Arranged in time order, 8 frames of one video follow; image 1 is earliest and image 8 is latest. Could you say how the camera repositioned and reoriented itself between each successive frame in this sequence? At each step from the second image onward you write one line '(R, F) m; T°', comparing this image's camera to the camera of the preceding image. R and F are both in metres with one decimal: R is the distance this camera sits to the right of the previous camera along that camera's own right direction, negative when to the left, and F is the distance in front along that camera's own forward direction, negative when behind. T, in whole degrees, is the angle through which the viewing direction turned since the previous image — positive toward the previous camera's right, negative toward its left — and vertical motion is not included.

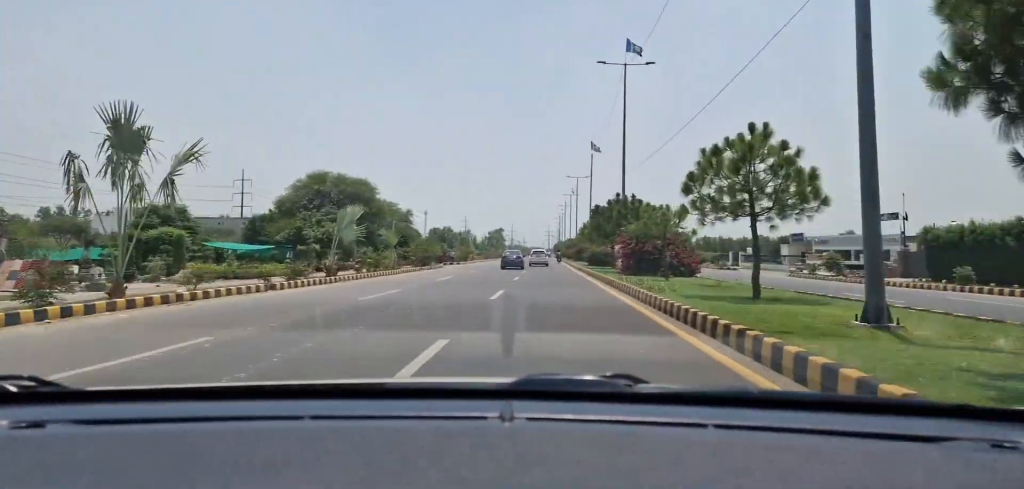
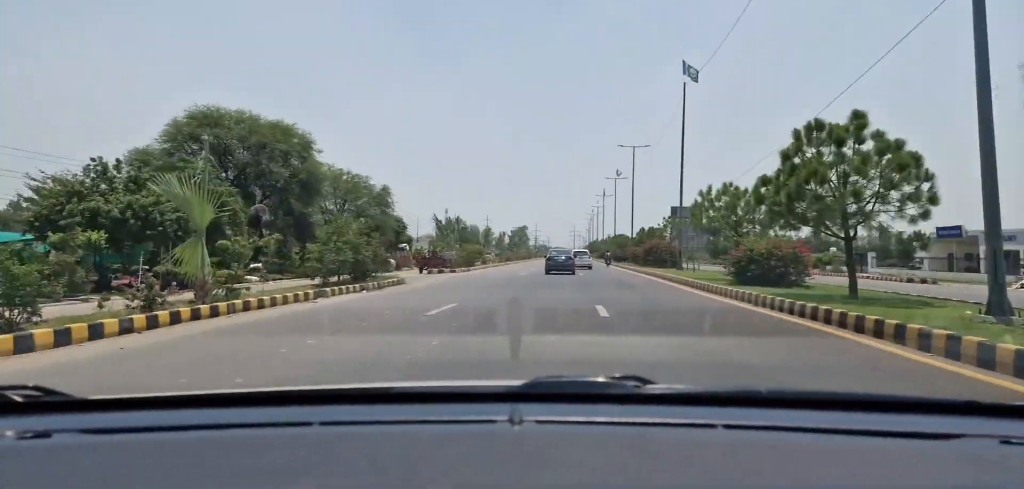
(-0.9, +29.0) m; -2°
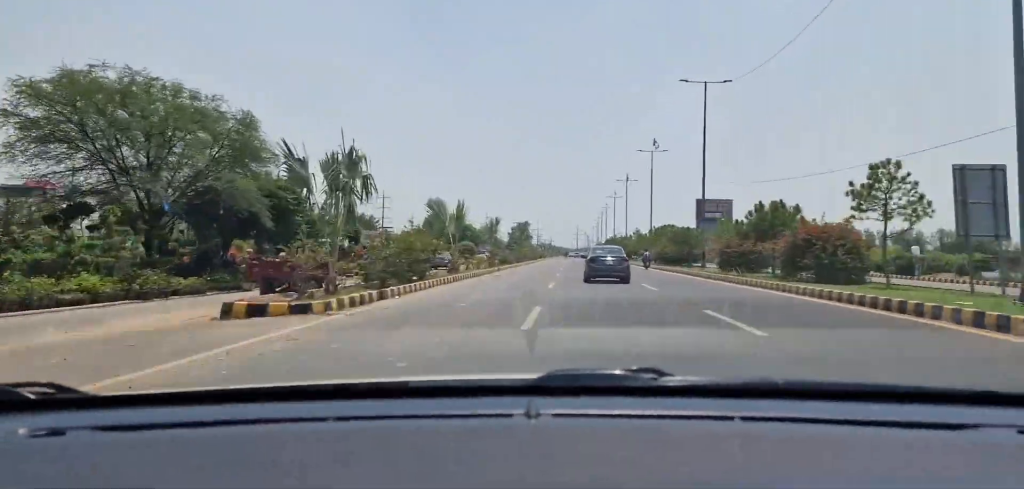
(-0.4, +27.2) m; 0°
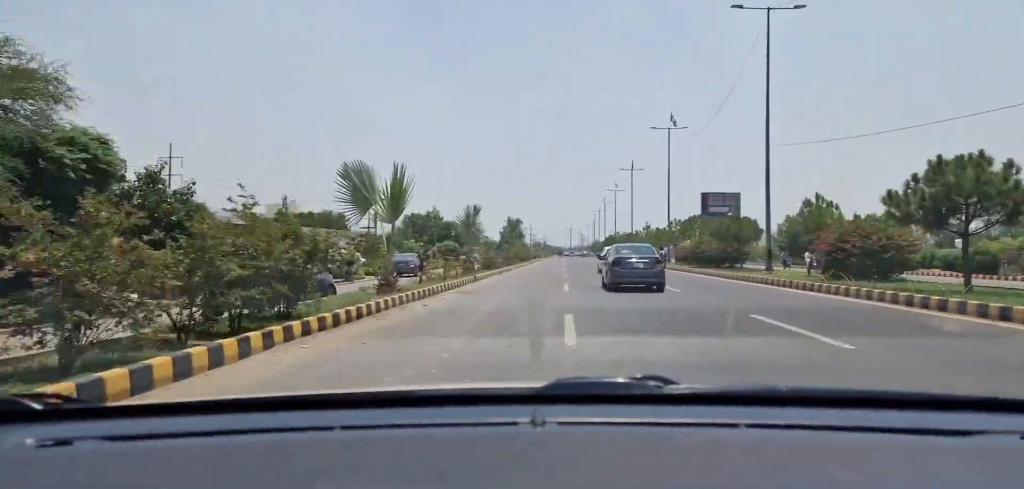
(0.0, +13.4) m; +1°
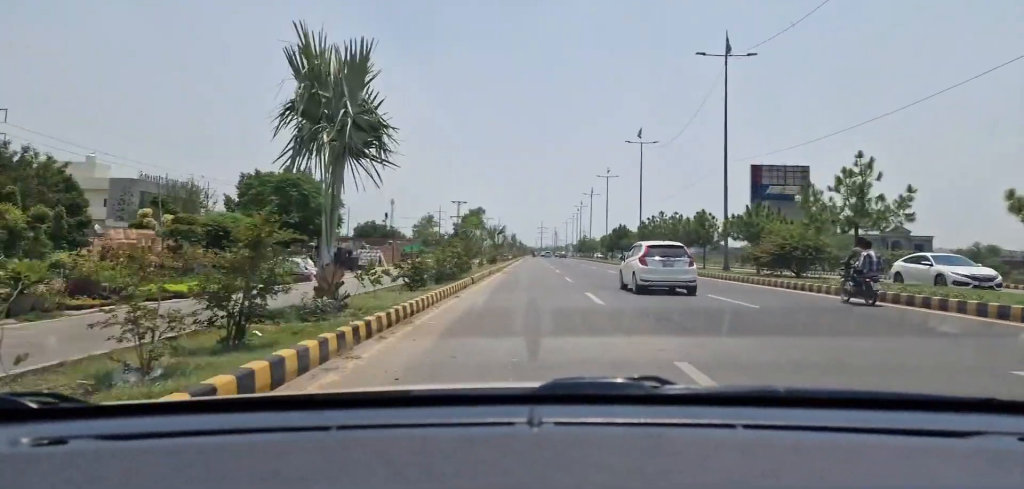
(+1.8, +54.4) m; +2°
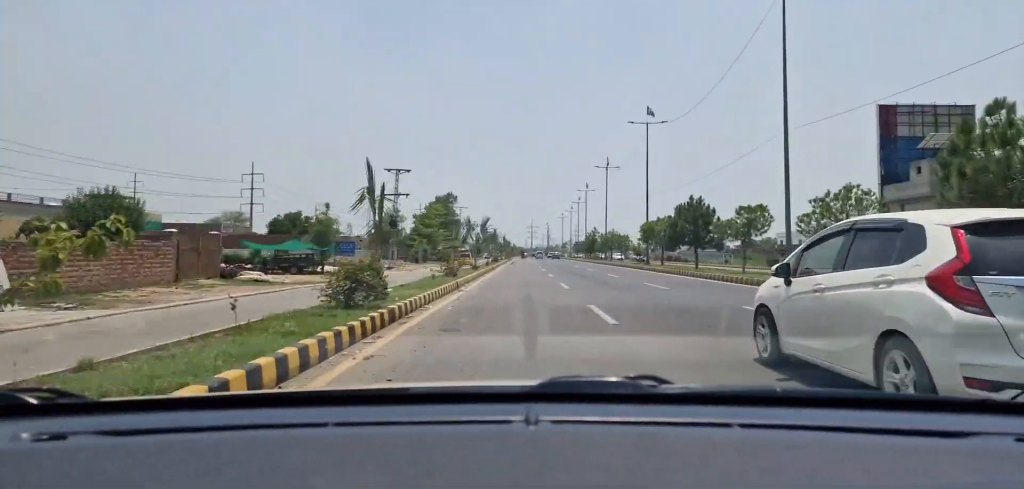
(0.0, +40.6) m; +1°
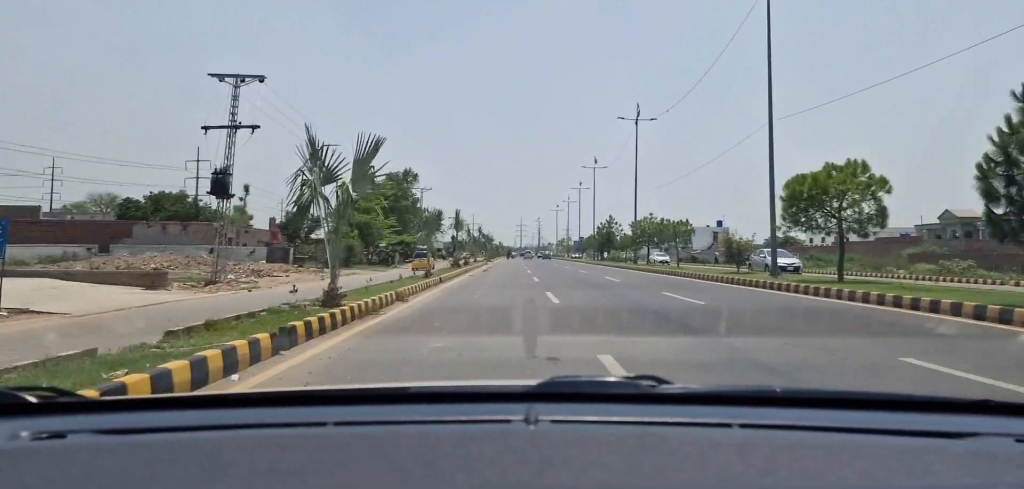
(+0.6, +31.4) m; +1°
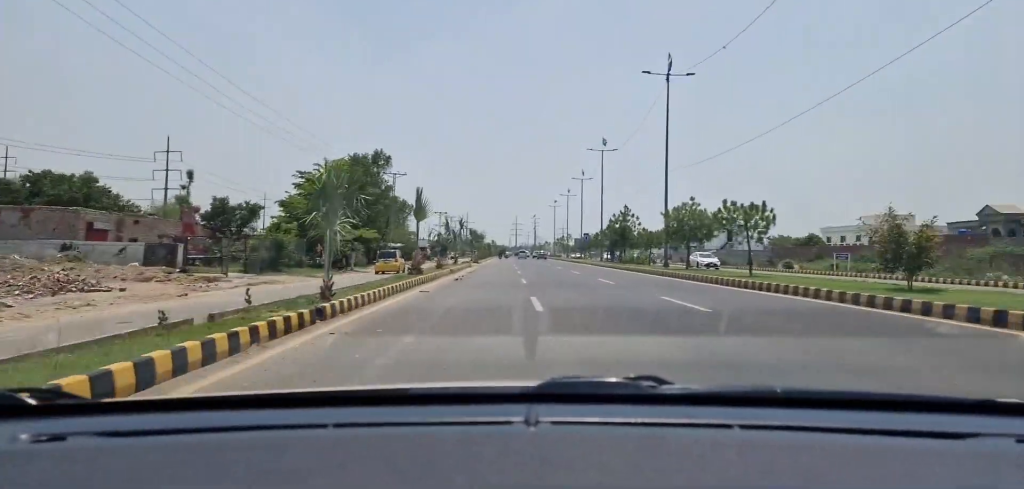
(+0.2, +13.7) m; 0°
